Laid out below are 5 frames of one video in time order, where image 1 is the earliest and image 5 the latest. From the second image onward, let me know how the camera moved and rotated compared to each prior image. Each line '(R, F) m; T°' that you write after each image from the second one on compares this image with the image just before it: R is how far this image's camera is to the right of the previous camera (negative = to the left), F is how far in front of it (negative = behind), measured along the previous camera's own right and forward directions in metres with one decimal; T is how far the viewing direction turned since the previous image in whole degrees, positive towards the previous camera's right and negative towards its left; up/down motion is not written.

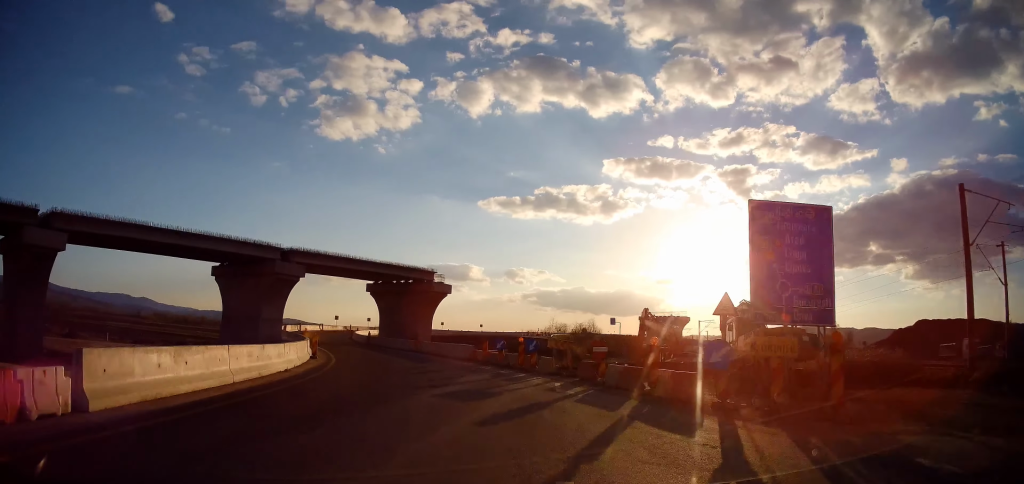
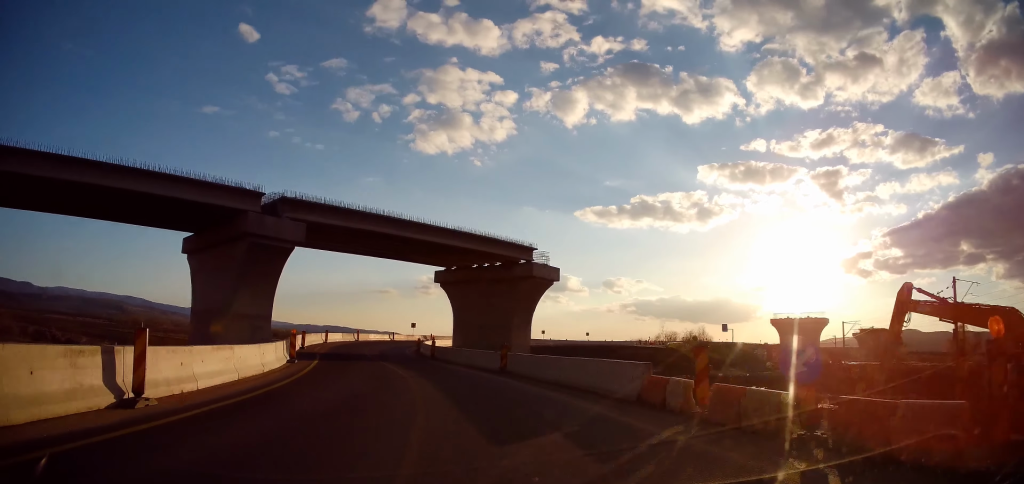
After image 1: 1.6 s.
(-3.2, +20.6) m; -15°
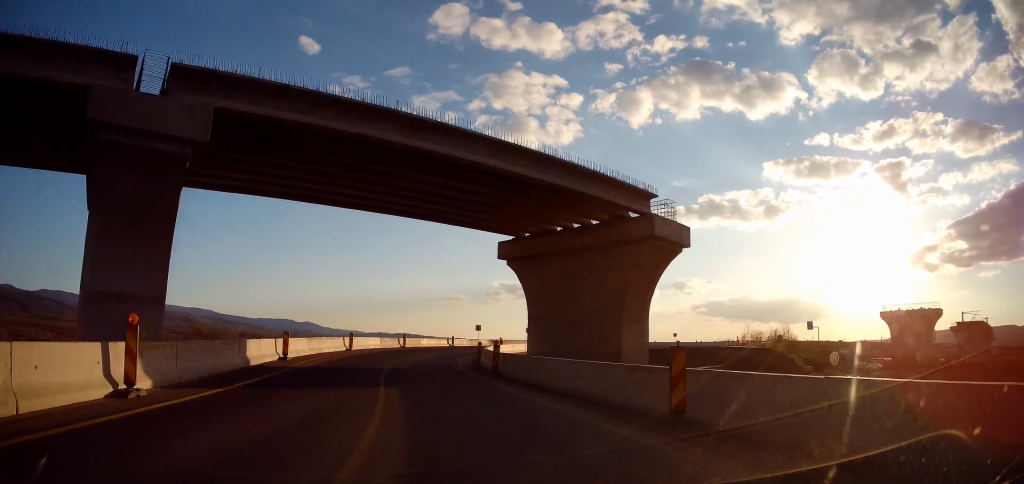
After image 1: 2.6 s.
(-1.1, +14.5) m; -7°
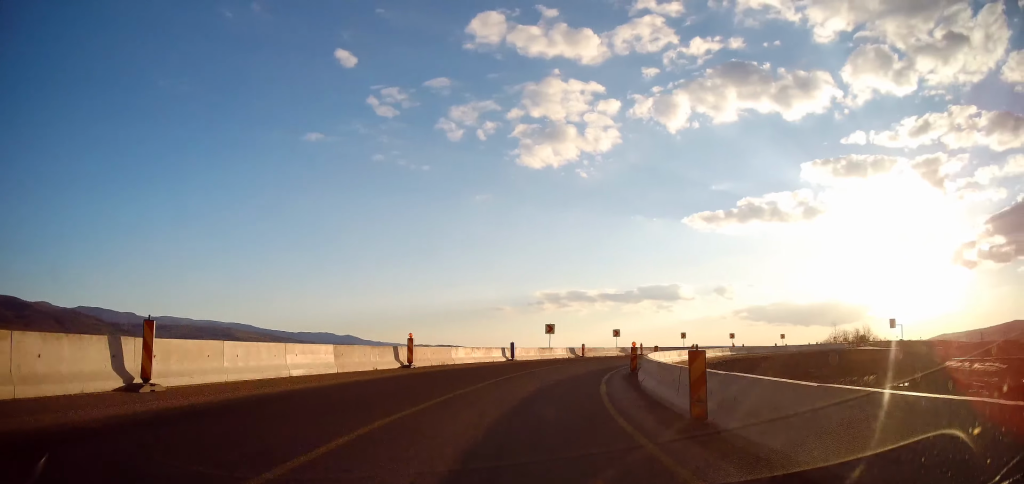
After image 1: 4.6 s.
(-2.7, +28.4) m; -9°
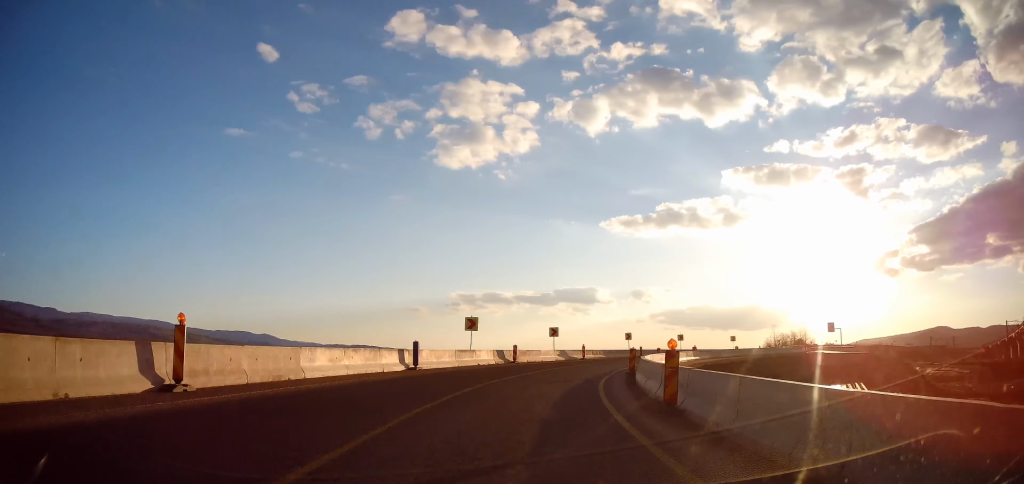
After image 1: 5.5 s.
(-0.2, +12.3) m; +1°
